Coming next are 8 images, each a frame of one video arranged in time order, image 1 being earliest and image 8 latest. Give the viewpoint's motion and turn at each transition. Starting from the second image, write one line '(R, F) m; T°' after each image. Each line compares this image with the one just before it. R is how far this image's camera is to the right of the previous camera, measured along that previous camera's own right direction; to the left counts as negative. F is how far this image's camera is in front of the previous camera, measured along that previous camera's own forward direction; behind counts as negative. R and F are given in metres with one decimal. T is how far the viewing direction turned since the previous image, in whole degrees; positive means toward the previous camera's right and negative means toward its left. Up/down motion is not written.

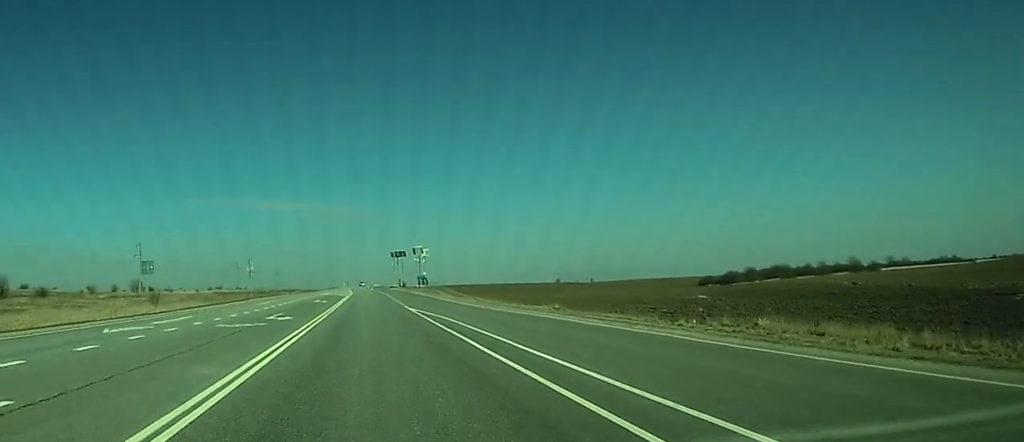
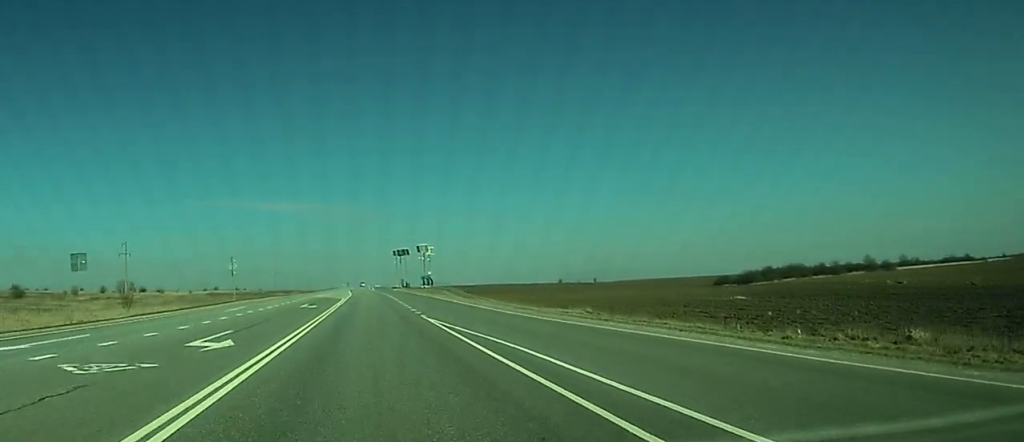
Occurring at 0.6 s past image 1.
(0.0, +14.6) m; 0°
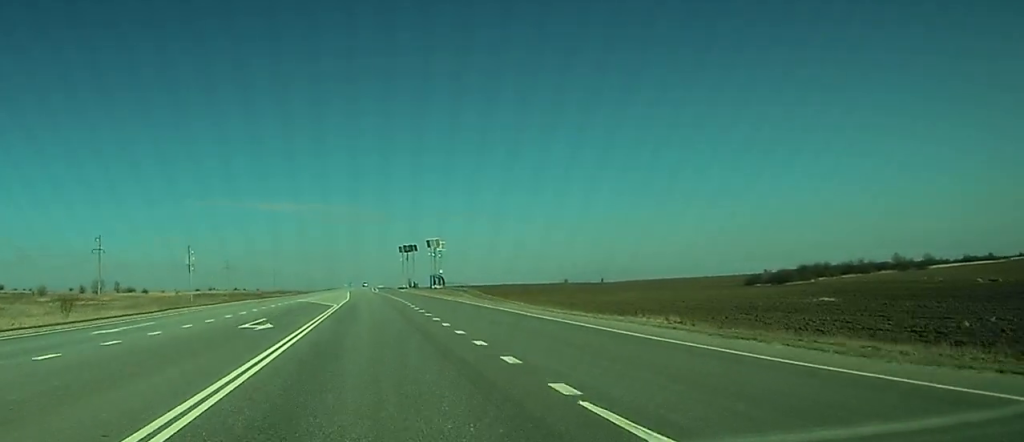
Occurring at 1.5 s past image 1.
(+0.2, +24.4) m; 0°
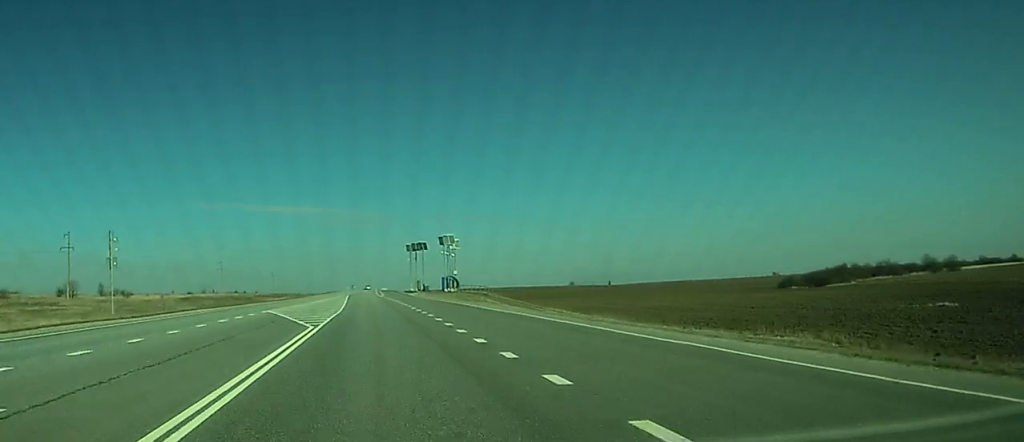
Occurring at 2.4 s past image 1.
(-0.1, +22.9) m; 0°
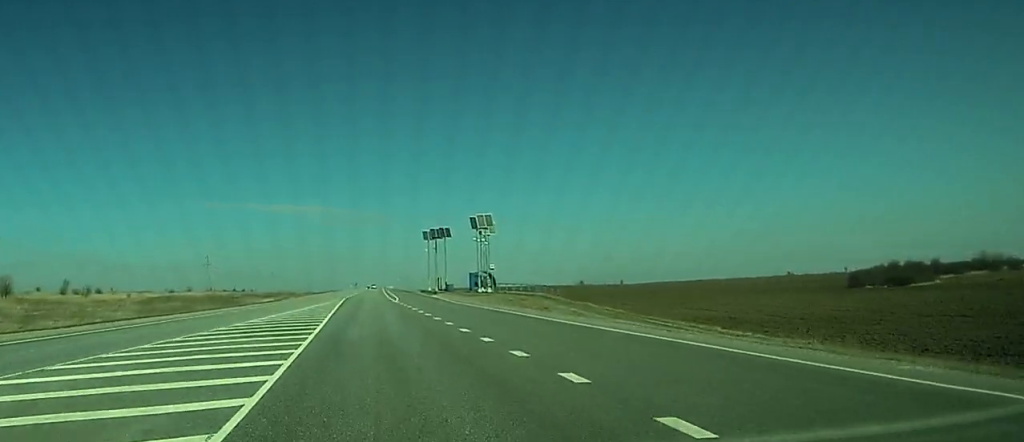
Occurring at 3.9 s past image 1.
(+0.2, +40.2) m; 0°
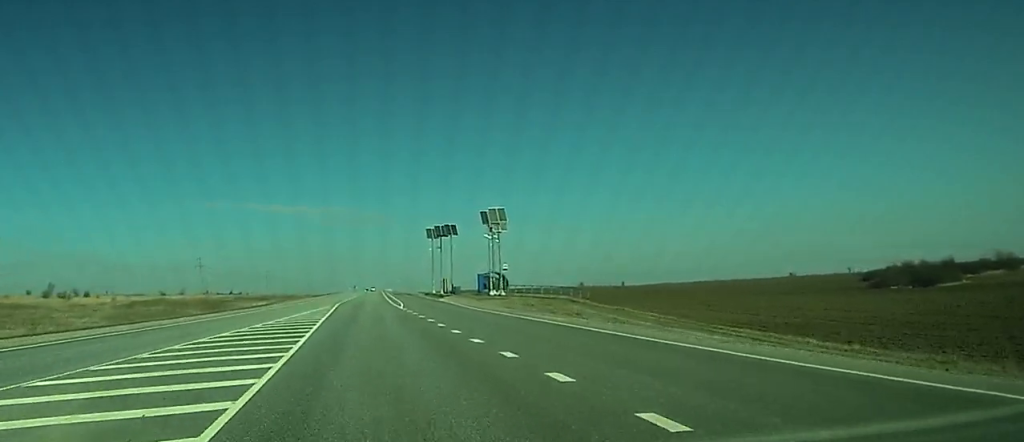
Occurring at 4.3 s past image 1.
(0.0, +11.7) m; 0°
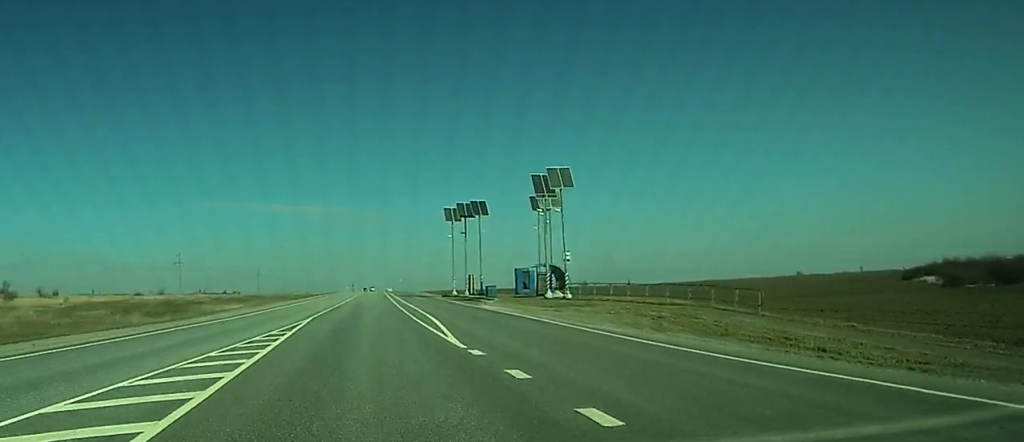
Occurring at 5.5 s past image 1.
(-0.2, +31.8) m; 0°
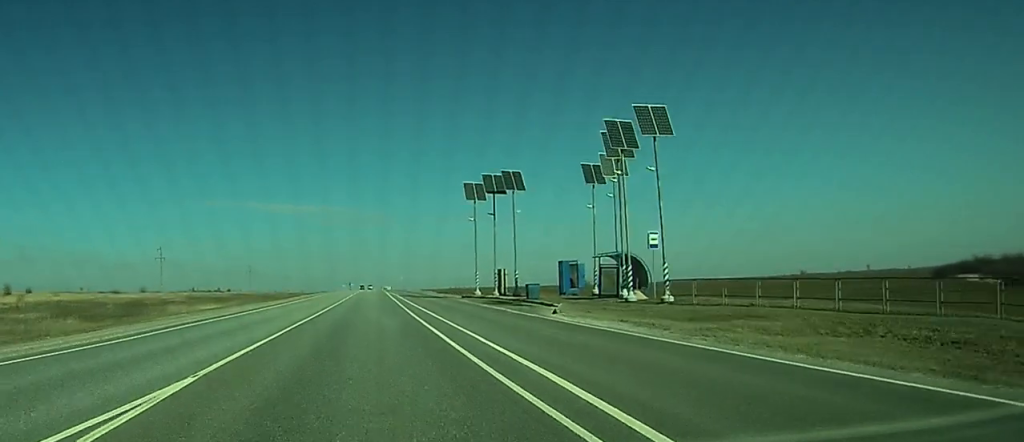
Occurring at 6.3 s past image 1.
(0.0, +22.1) m; 0°
